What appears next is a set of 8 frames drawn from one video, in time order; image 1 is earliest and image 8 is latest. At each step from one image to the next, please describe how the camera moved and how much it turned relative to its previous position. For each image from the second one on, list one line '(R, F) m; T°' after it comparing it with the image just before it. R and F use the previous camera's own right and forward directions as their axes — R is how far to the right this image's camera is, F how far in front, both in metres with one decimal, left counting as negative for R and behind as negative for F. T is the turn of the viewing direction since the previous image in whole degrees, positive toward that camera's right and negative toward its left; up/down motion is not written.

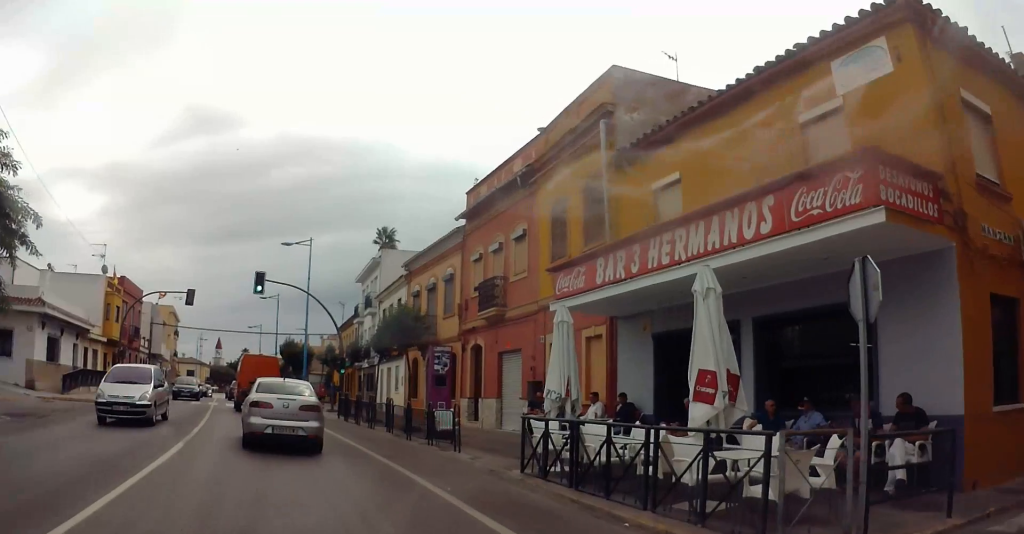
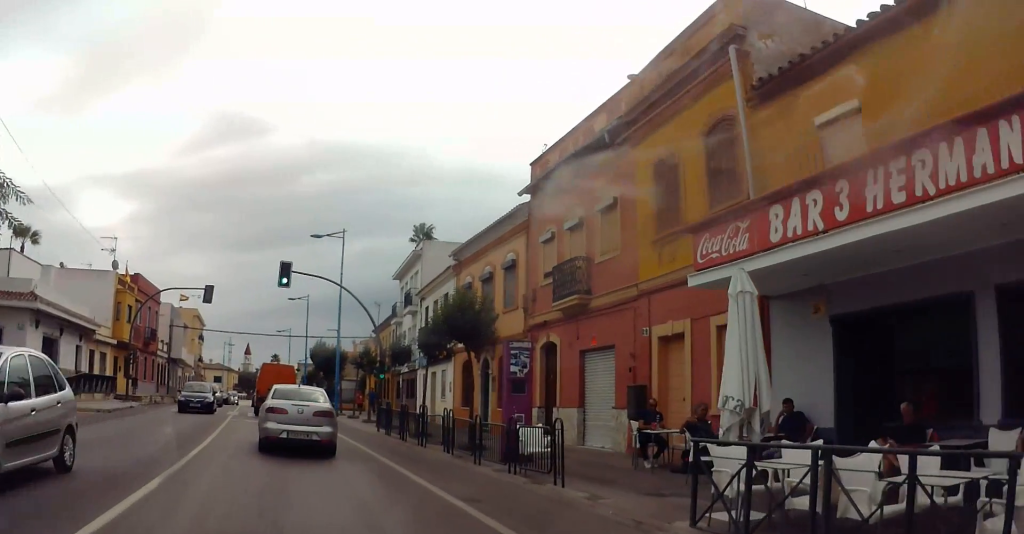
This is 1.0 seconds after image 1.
(0.0, +4.6) m; 0°
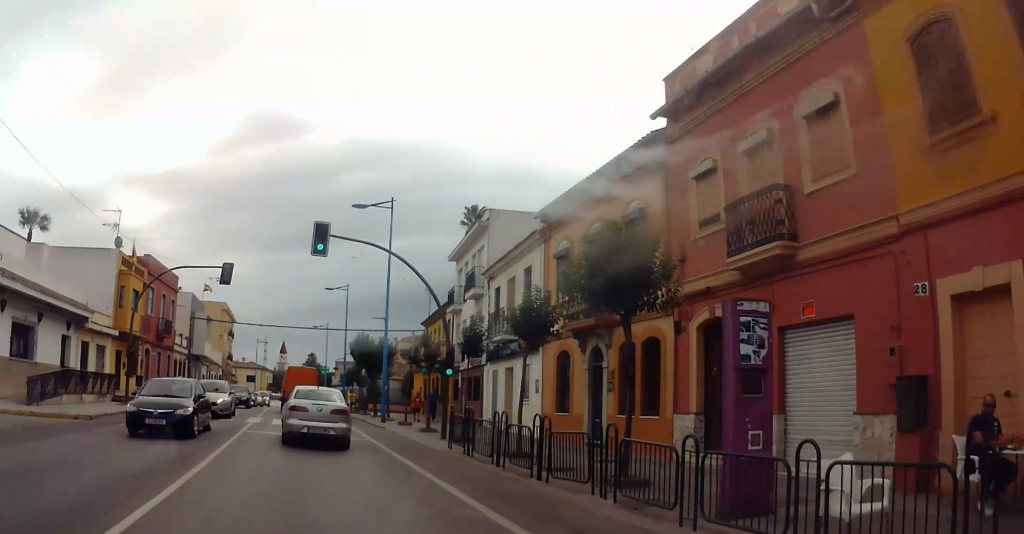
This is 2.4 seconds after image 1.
(0.0, +7.0) m; +1°
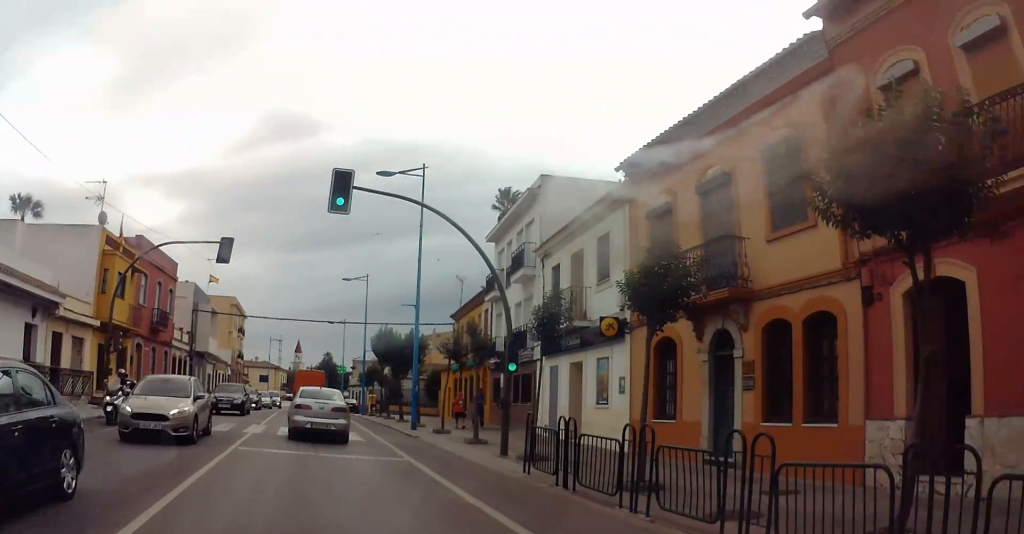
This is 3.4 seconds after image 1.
(+0.1, +5.2) m; +3°
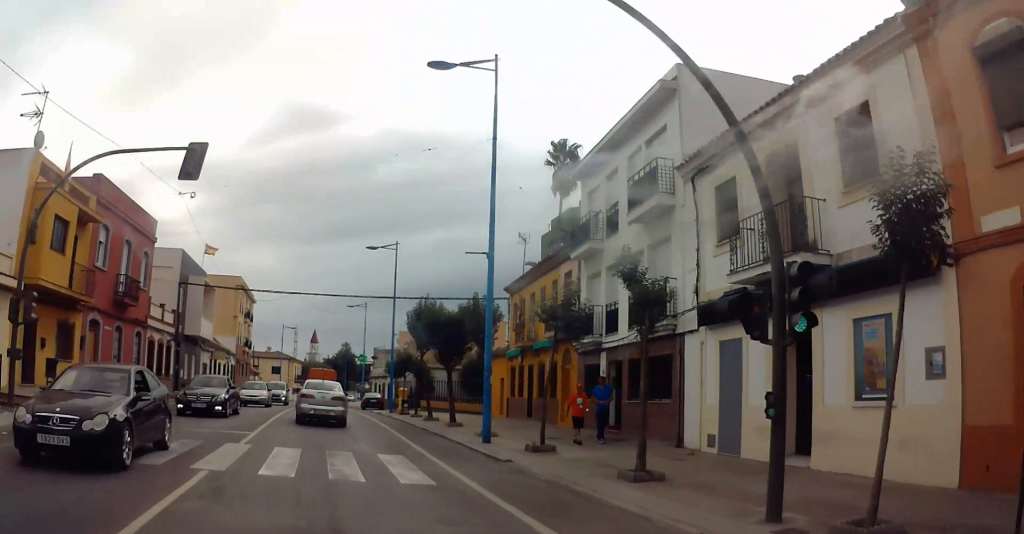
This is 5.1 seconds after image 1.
(+0.3, +9.1) m; -2°
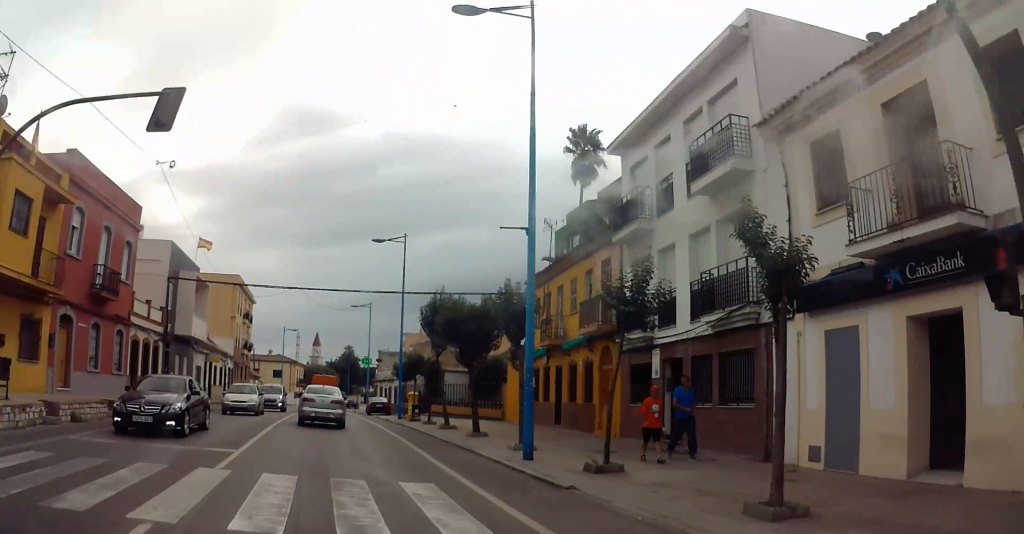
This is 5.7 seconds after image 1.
(-0.2, +3.3) m; -3°
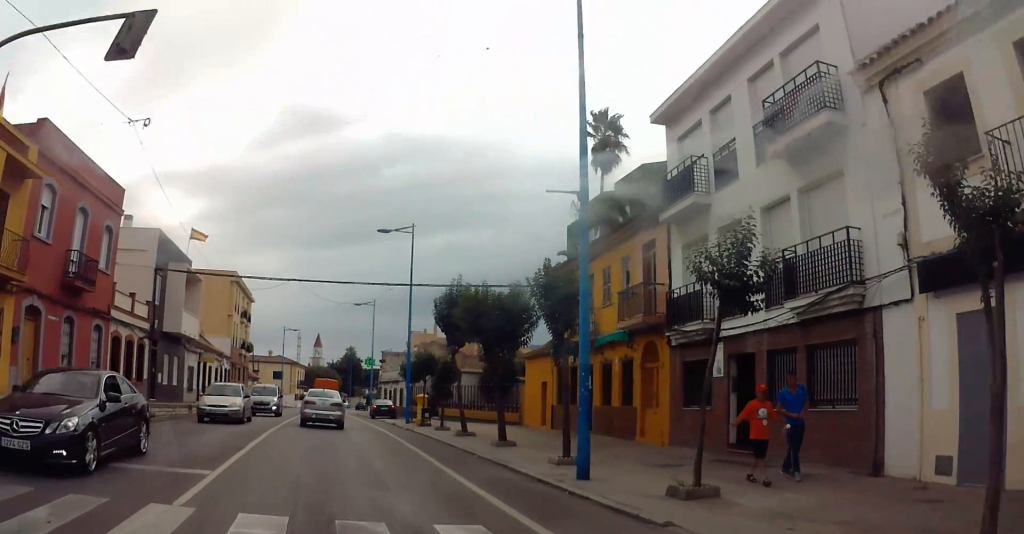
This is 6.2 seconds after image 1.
(-0.1, +3.2) m; -2°
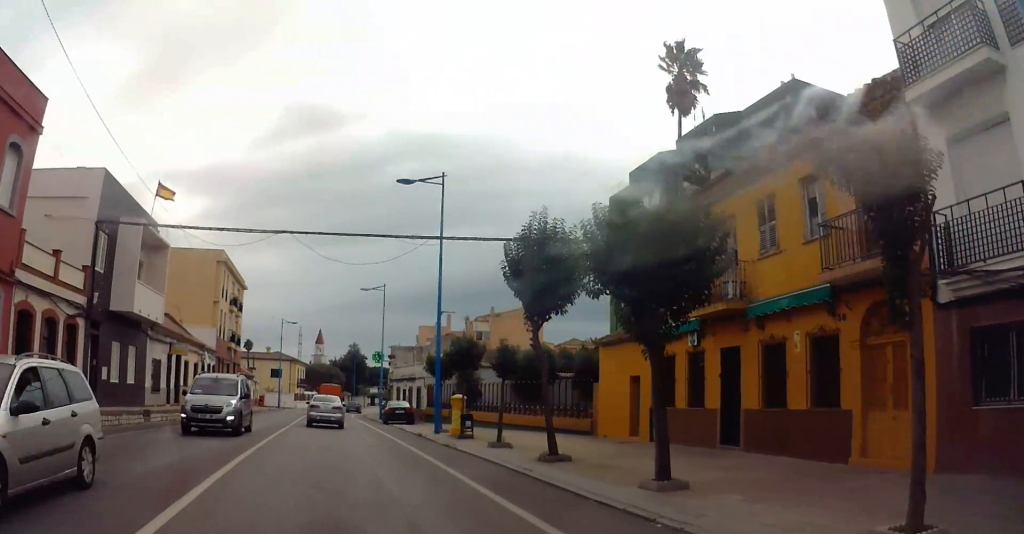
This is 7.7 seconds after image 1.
(-0.1, +9.1) m; -1°
